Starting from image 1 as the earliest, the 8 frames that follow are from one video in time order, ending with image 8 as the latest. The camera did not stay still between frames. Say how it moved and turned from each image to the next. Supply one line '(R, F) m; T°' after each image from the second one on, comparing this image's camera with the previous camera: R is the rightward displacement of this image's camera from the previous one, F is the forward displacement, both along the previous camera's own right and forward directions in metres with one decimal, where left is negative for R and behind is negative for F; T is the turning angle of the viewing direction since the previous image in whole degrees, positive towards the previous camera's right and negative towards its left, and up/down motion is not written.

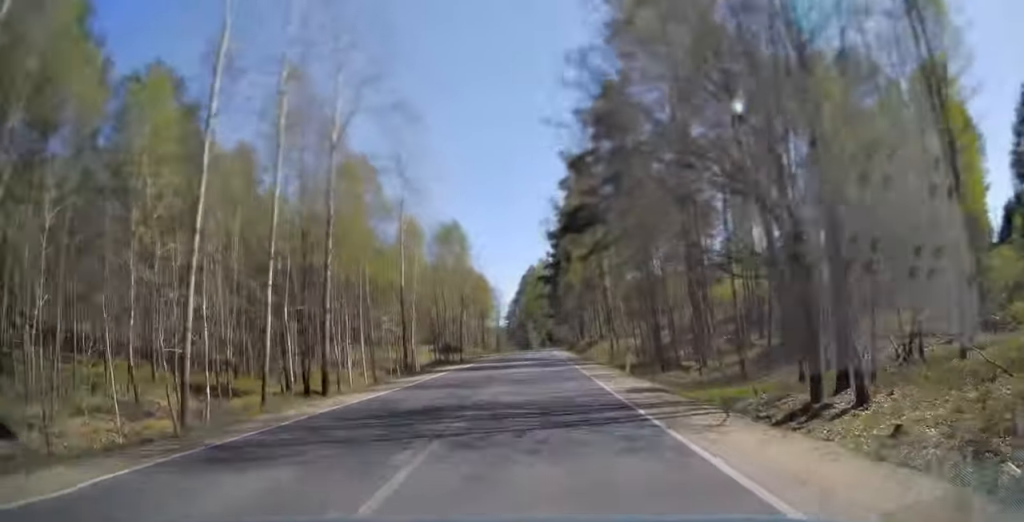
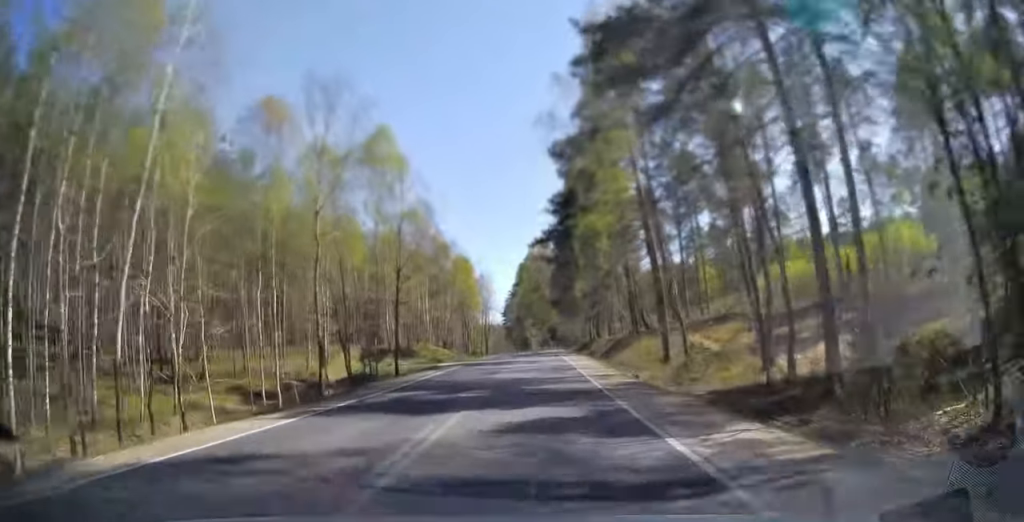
(+0.1, +30.9) m; 0°
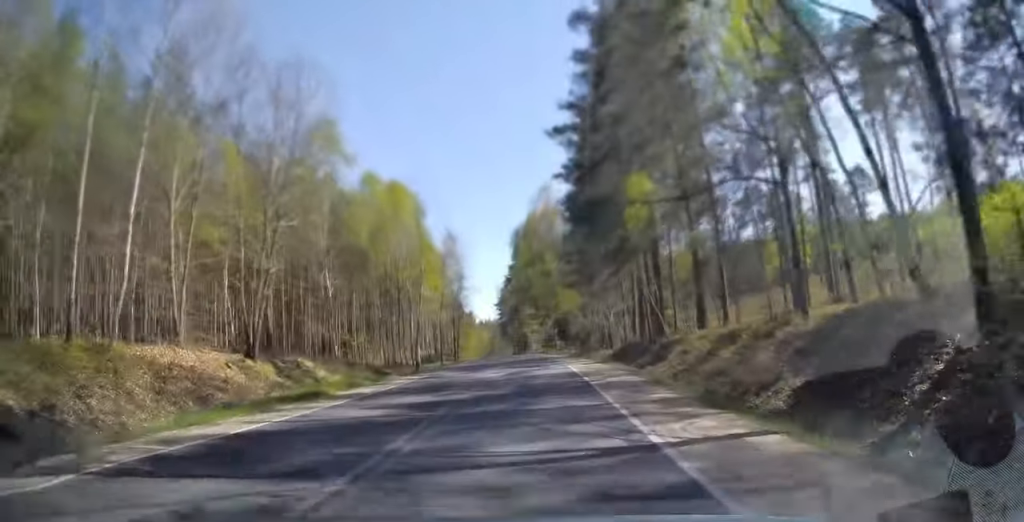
(-0.3, +46.6) m; -1°
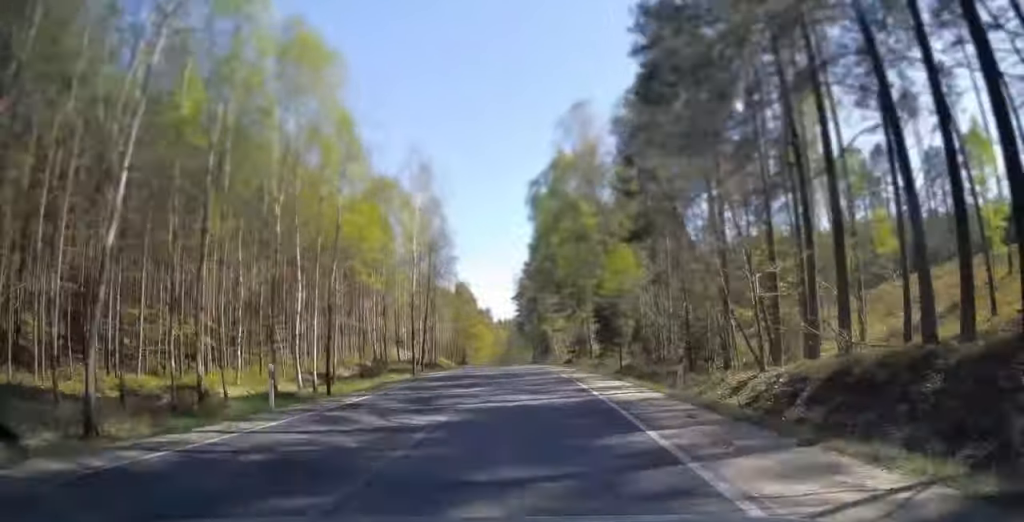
(-0.6, +33.5) m; -3°
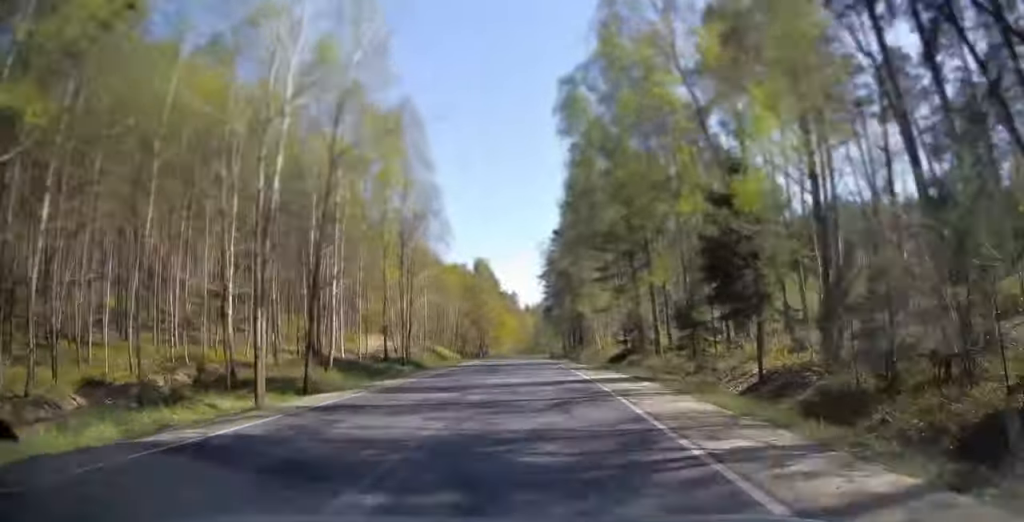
(-0.5, +25.8) m; -2°
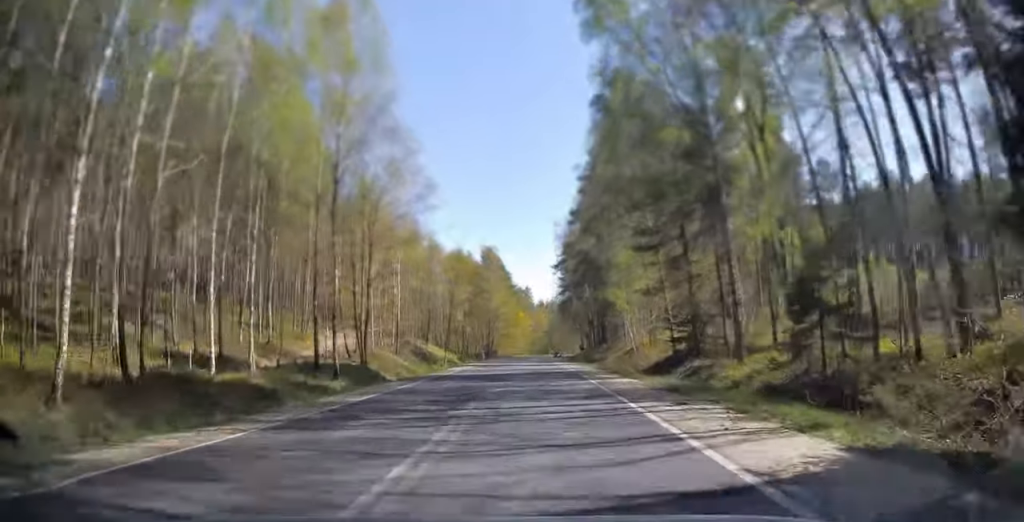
(-0.1, +15.3) m; -1°
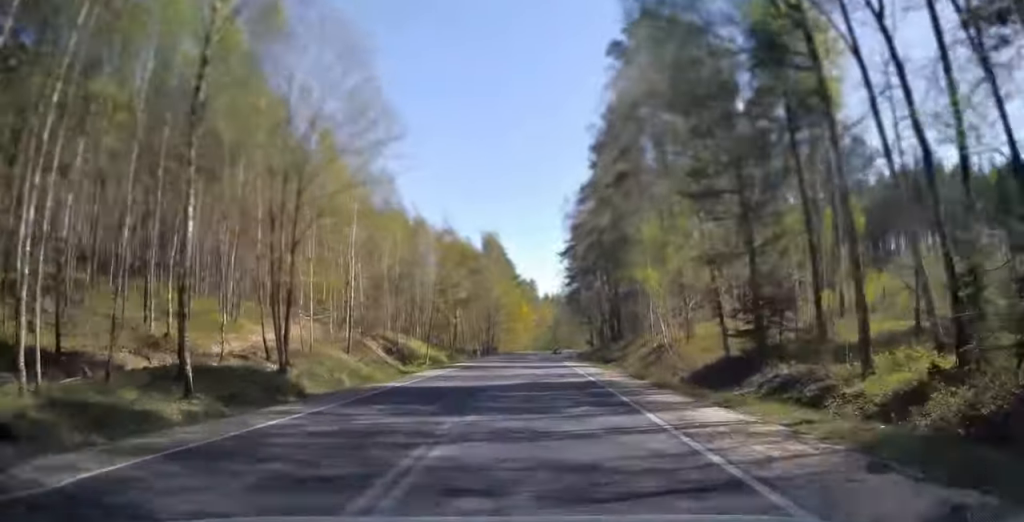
(-0.1, +11.1) m; 0°
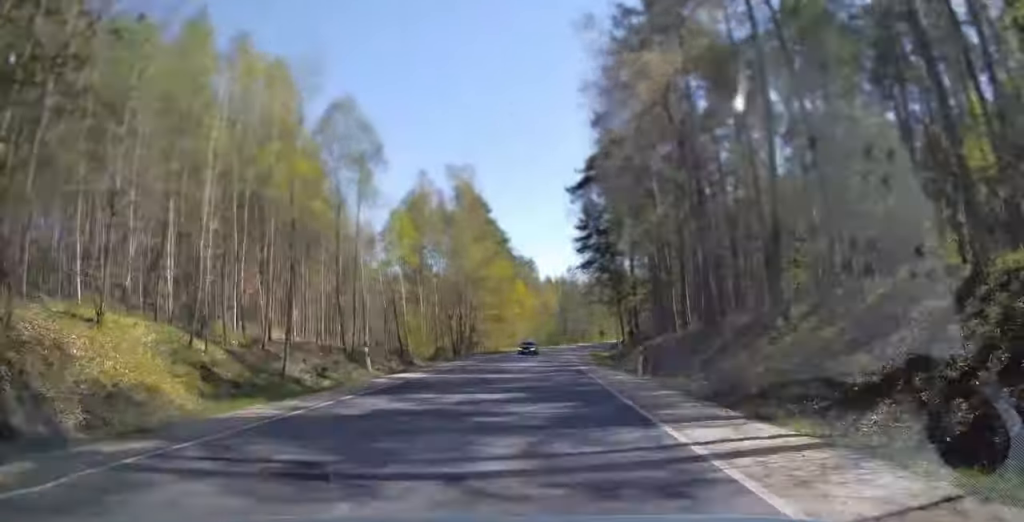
(-0.3, +40.5) m; 0°
